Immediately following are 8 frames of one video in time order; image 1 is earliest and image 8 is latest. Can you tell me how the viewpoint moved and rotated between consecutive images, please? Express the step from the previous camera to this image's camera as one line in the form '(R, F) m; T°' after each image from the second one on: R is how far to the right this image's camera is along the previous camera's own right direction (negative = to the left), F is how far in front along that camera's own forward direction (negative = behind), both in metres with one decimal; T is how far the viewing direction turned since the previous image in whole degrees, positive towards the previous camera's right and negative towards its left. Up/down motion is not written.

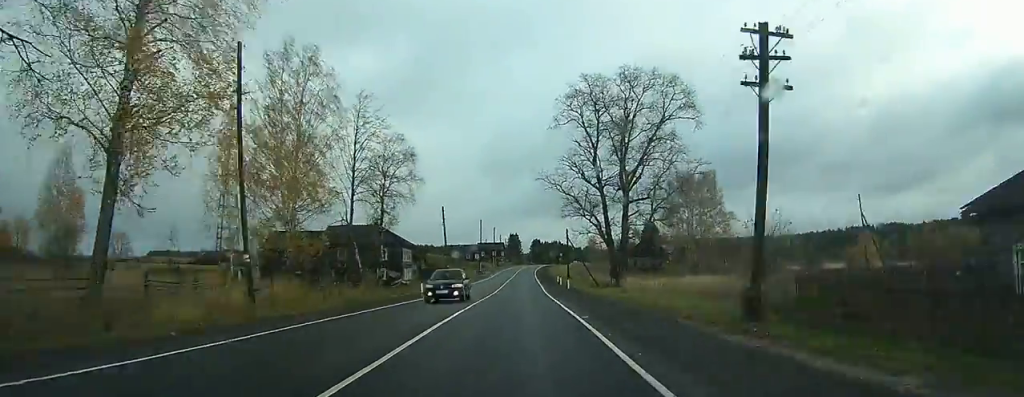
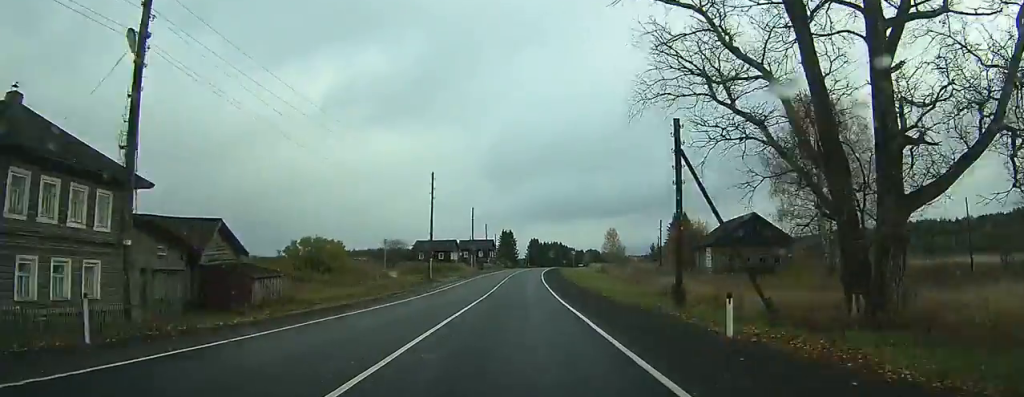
(+0.1, +53.5) m; 0°
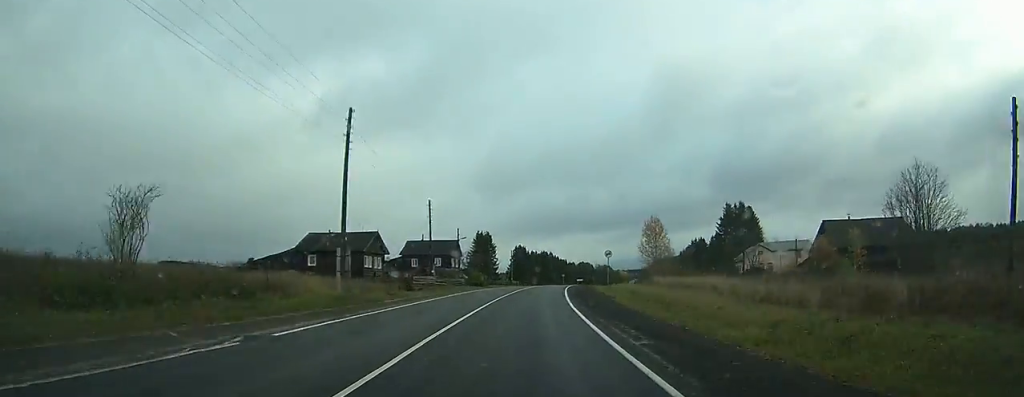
(+0.4, +62.5) m; +2°
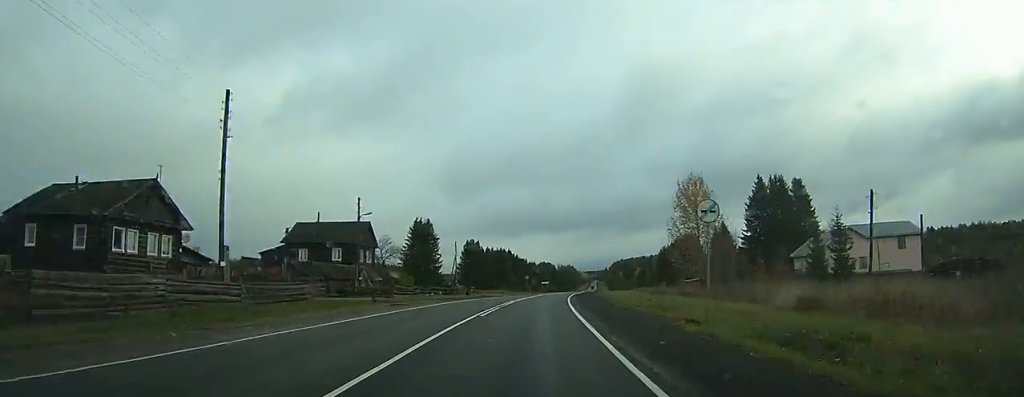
(+0.9, +39.5) m; +3°
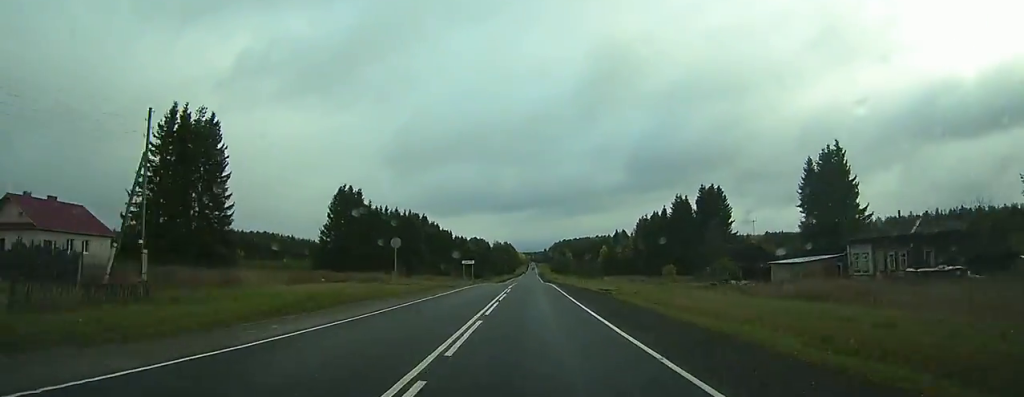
(+5.4, +74.0) m; +6°
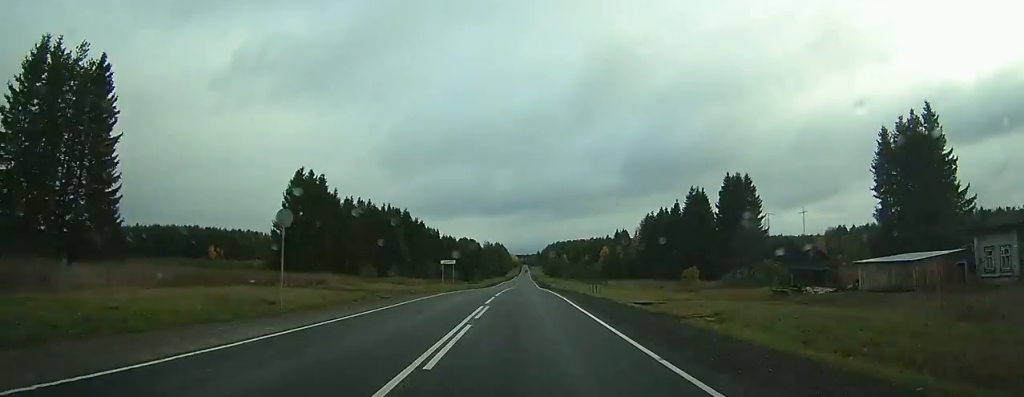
(+0.1, +17.5) m; 0°
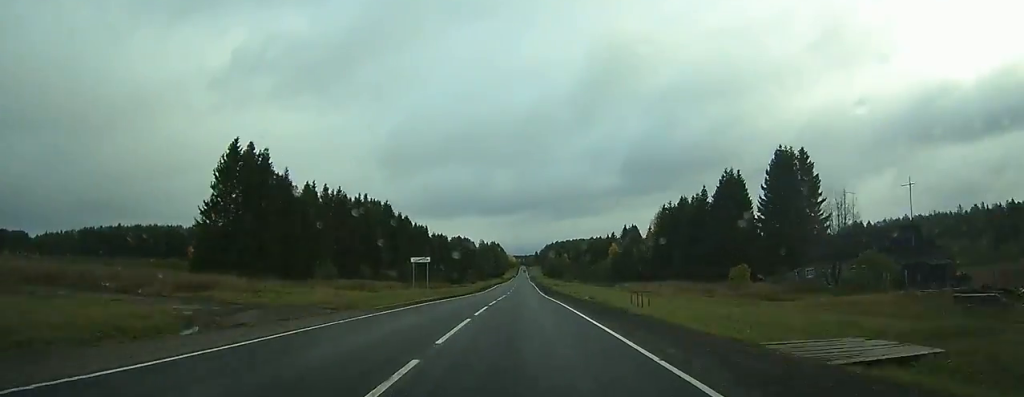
(+0.1, +20.3) m; 0°
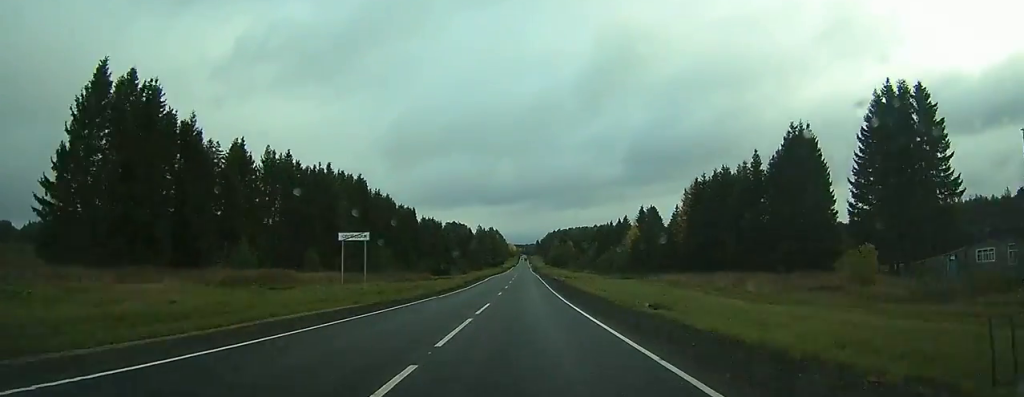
(0.0, +25.0) m; 0°
